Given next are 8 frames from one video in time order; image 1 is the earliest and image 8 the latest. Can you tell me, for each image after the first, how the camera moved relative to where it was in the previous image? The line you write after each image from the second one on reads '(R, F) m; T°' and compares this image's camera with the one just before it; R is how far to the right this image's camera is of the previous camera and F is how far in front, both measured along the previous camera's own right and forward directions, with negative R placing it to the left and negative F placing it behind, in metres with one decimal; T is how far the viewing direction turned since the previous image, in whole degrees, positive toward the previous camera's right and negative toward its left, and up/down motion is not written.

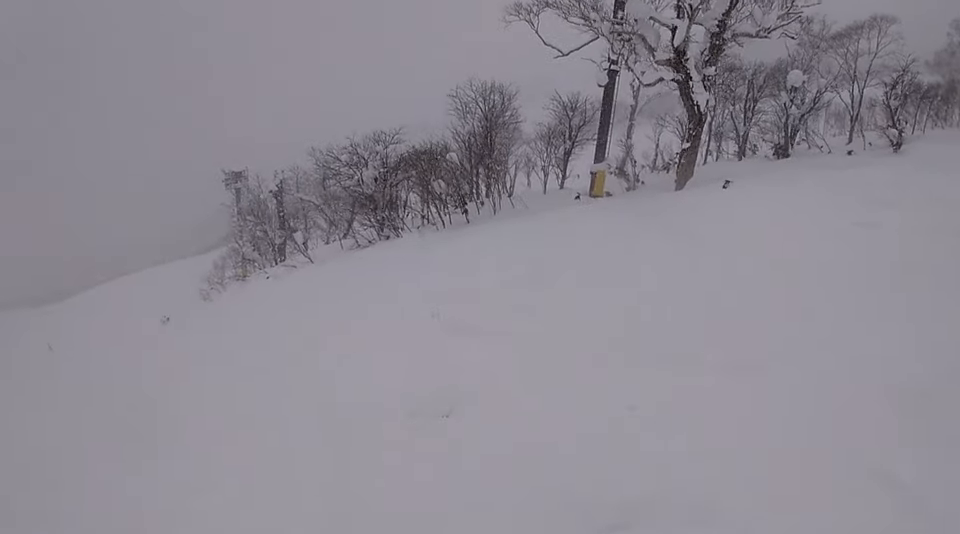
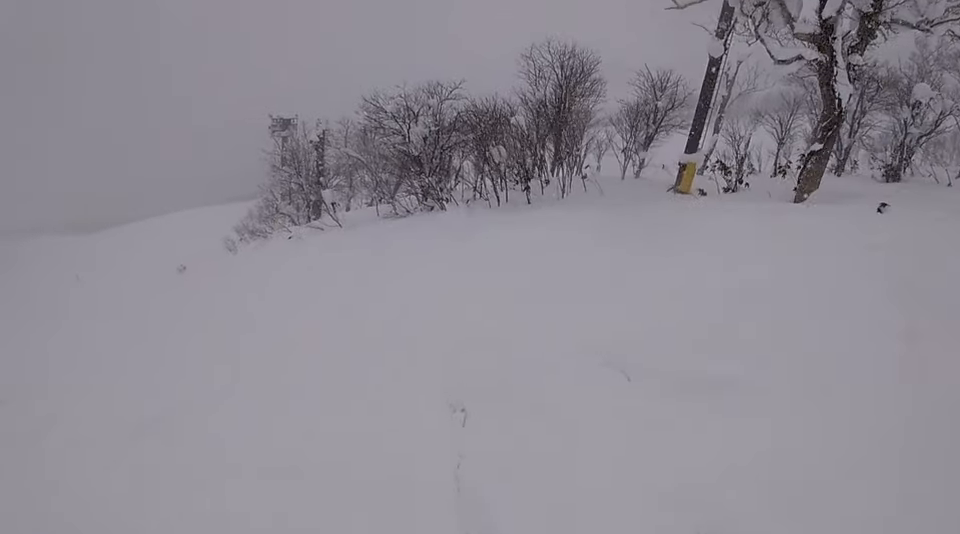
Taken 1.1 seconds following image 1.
(-0.2, +3.7) m; +2°
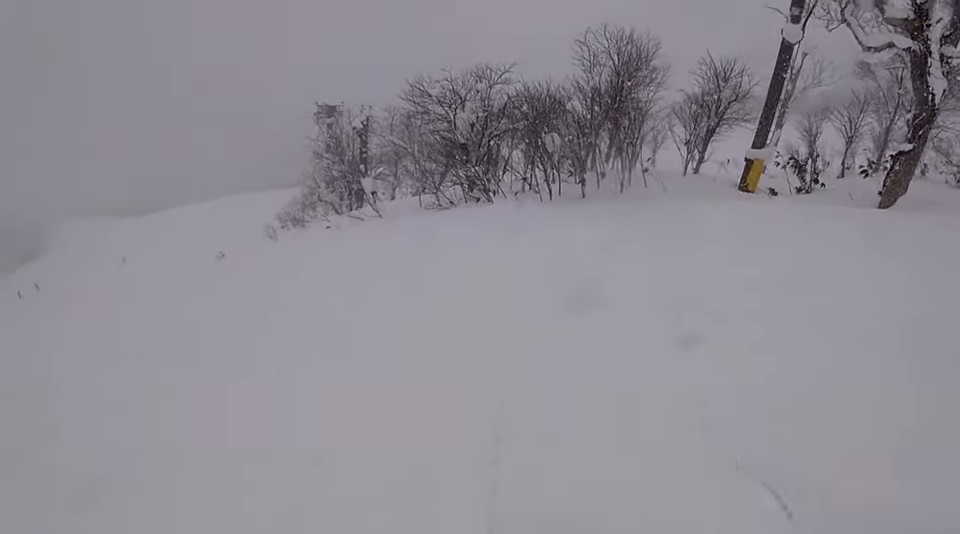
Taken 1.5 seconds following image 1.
(-0.1, +1.6) m; -3°
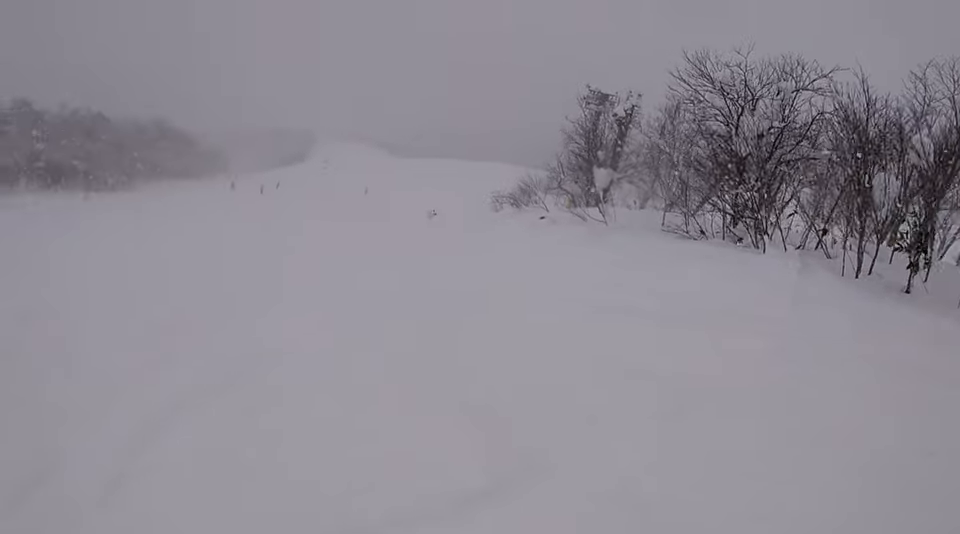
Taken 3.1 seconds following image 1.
(-1.5, +5.1) m; -50°
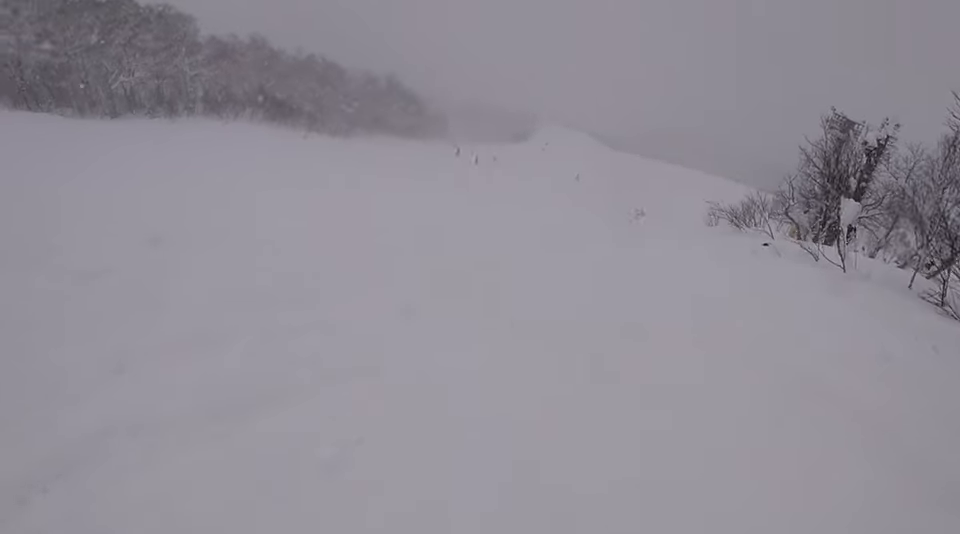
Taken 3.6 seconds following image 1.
(-0.5, +2.4) m; -20°
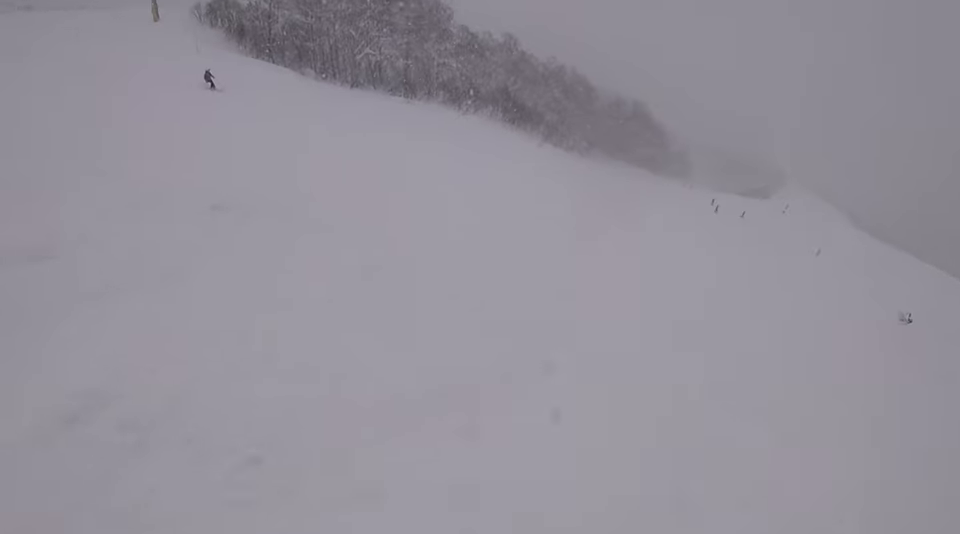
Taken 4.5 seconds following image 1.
(-0.4, +3.7) m; -23°
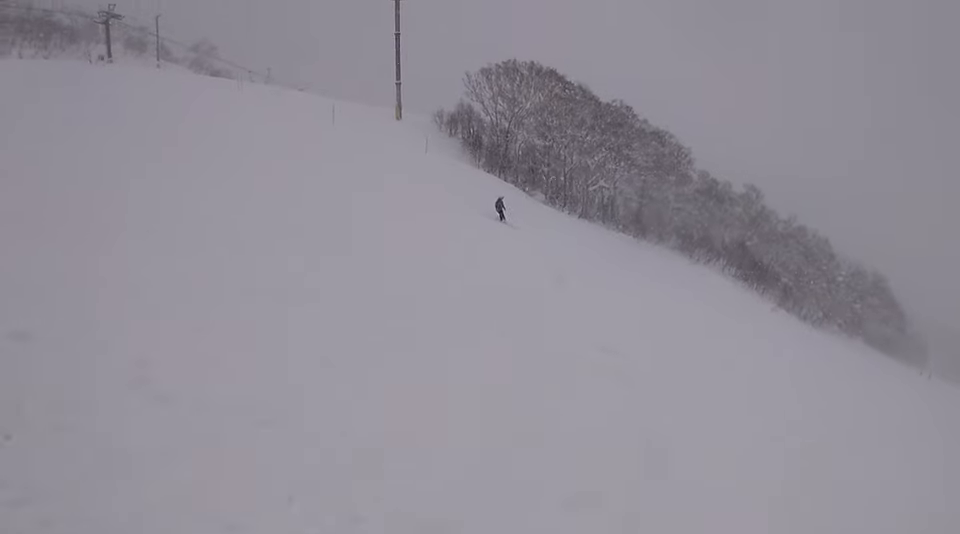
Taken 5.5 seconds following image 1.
(-1.4, +5.5) m; -15°
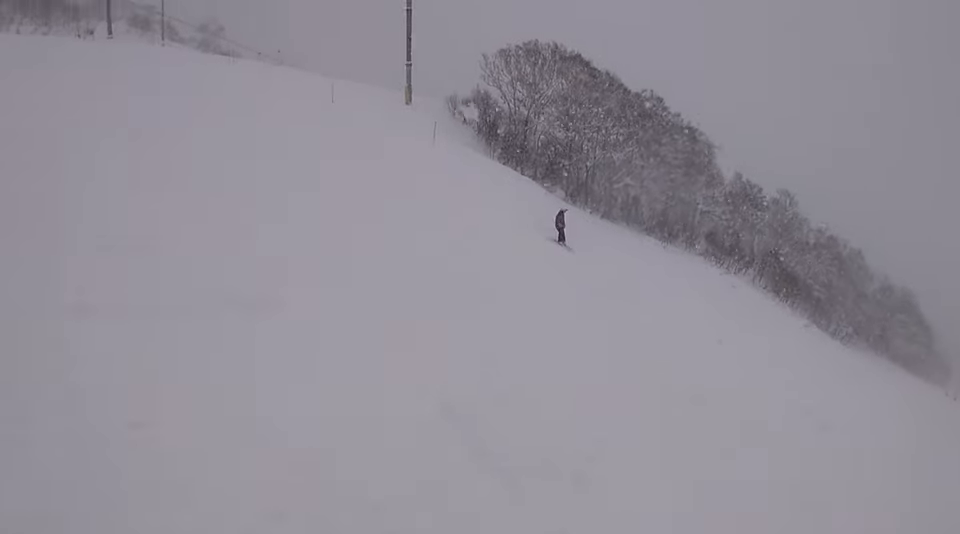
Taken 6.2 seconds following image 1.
(0.0, +4.1) m; 0°
